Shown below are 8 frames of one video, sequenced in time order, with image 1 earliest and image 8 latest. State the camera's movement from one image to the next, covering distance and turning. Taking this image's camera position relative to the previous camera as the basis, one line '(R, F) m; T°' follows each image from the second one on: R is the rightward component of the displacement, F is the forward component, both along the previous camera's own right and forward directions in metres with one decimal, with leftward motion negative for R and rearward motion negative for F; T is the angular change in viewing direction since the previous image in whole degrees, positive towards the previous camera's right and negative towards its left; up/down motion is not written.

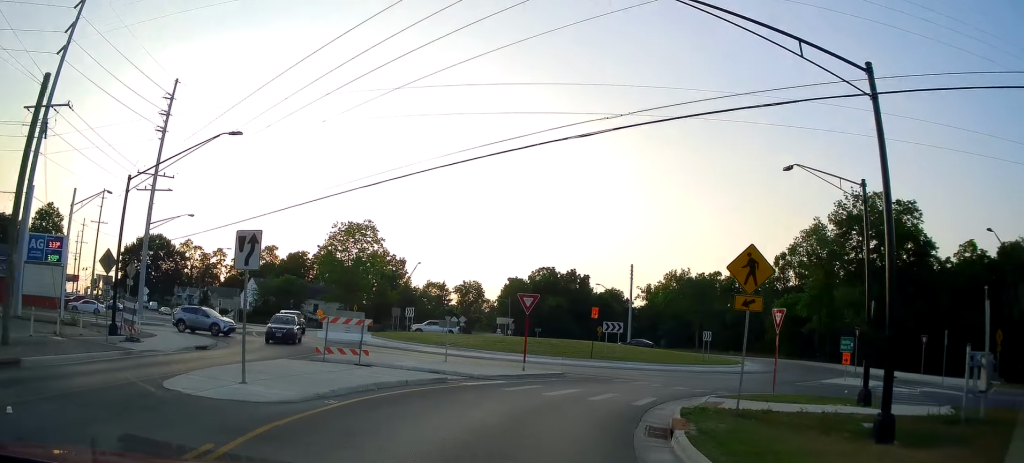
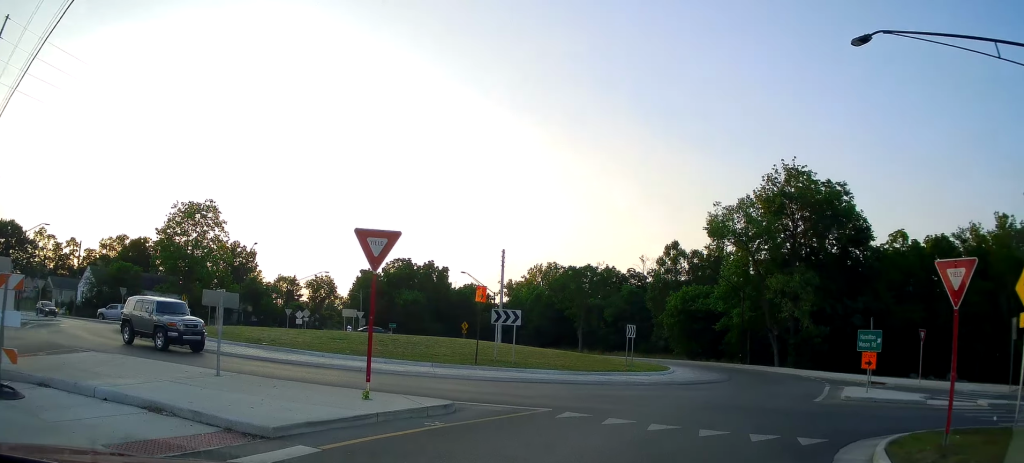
(+2.4, +9.1) m; +26°
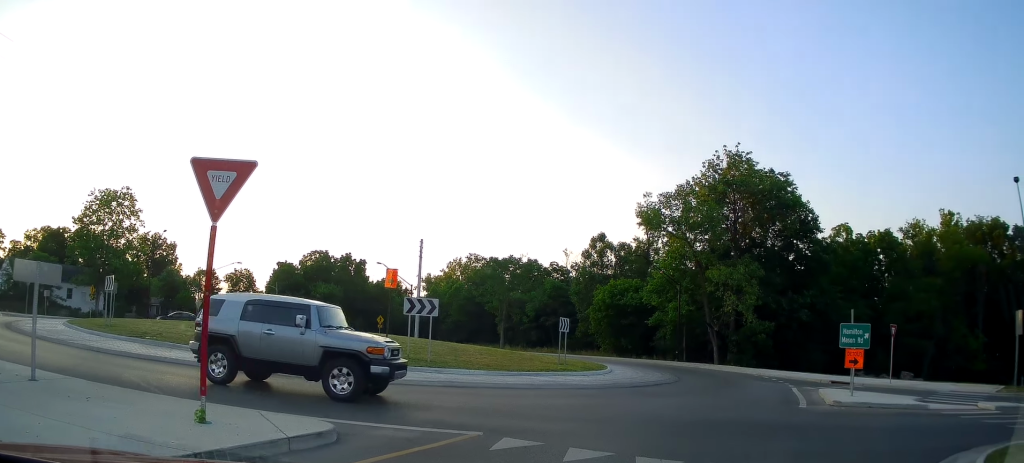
(+0.2, +3.2) m; +4°
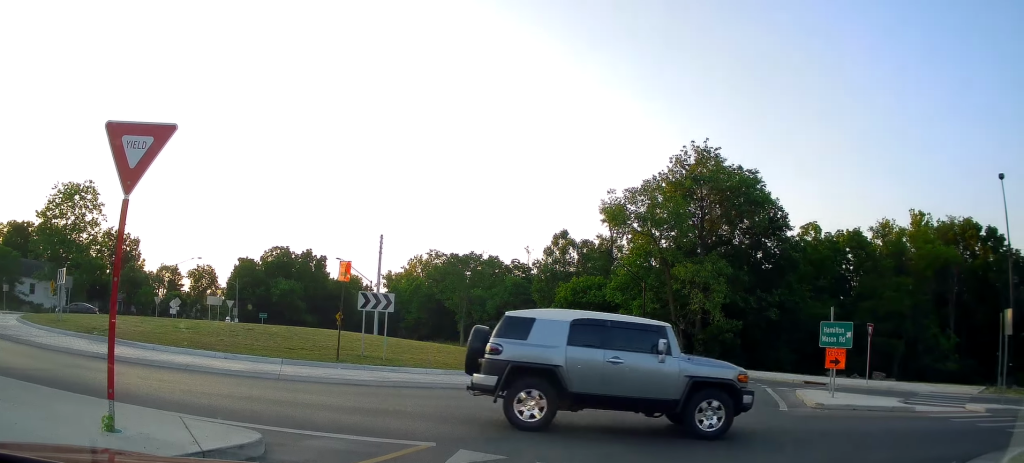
(0.0, +1.3) m; 0°
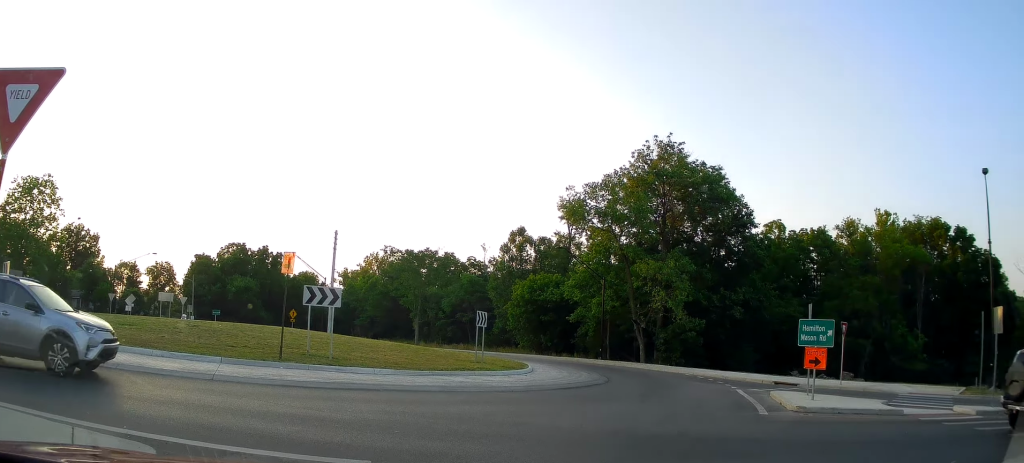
(0.0, +1.7) m; 0°
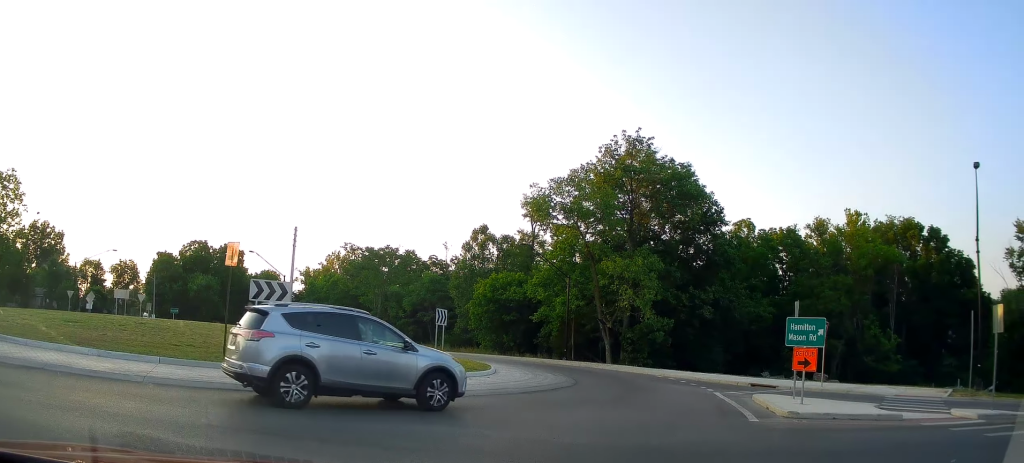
(0.0, +2.0) m; +9°
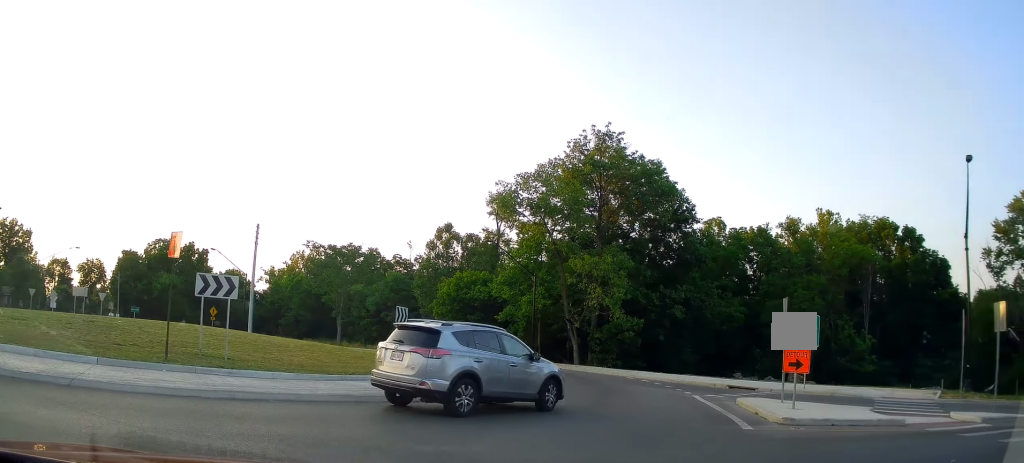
(+0.1, +1.5) m; 0°
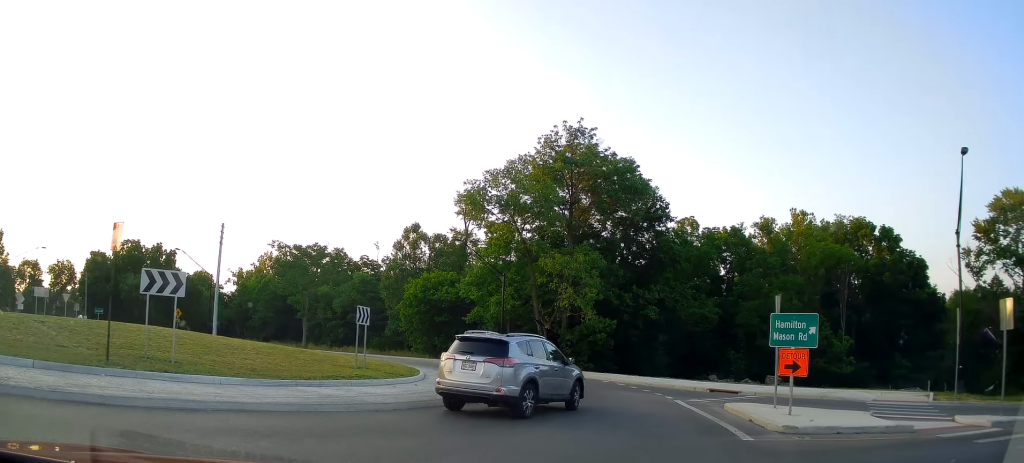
(+0.2, +1.1) m; -1°
